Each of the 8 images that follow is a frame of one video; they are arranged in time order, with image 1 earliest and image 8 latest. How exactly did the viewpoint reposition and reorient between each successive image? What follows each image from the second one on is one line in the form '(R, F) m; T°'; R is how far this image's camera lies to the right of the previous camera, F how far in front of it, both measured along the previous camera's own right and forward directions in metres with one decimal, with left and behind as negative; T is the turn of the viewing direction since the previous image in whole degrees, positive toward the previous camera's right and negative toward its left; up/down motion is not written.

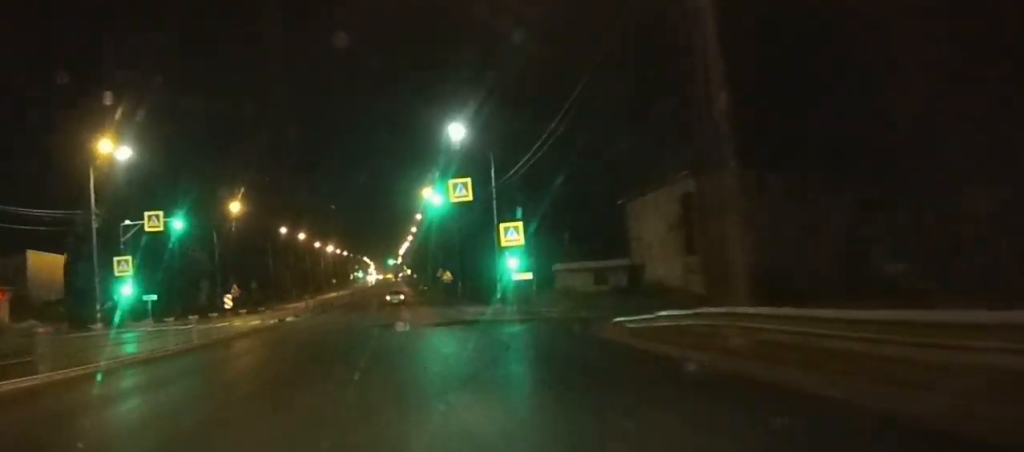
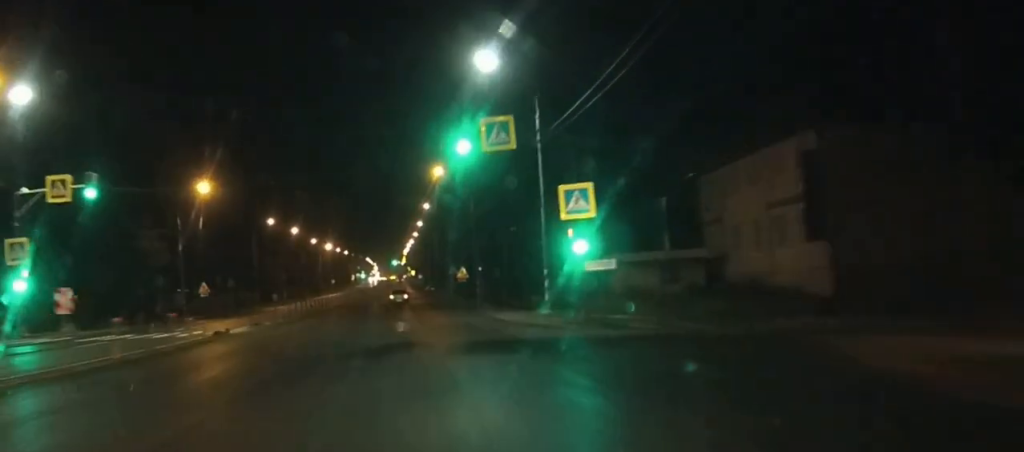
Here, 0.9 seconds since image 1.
(0.0, +16.6) m; 0°
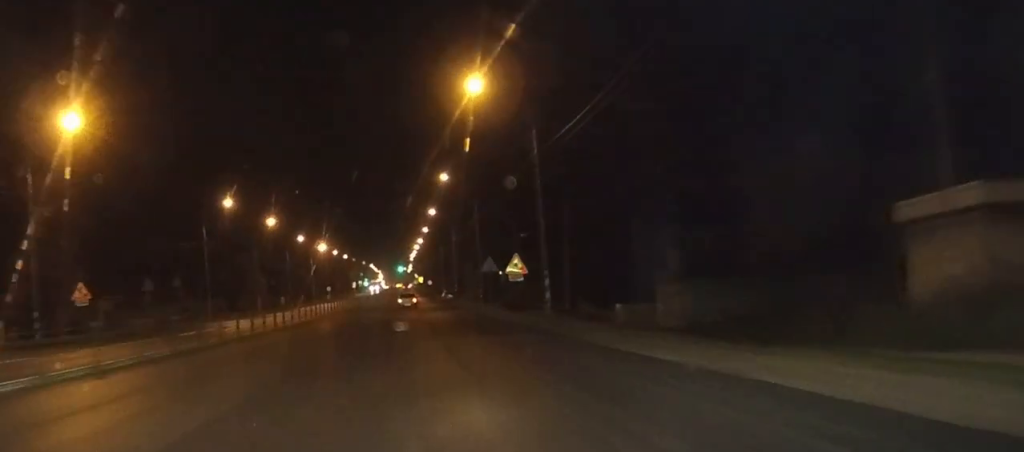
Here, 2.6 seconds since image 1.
(+0.1, +32.2) m; 0°
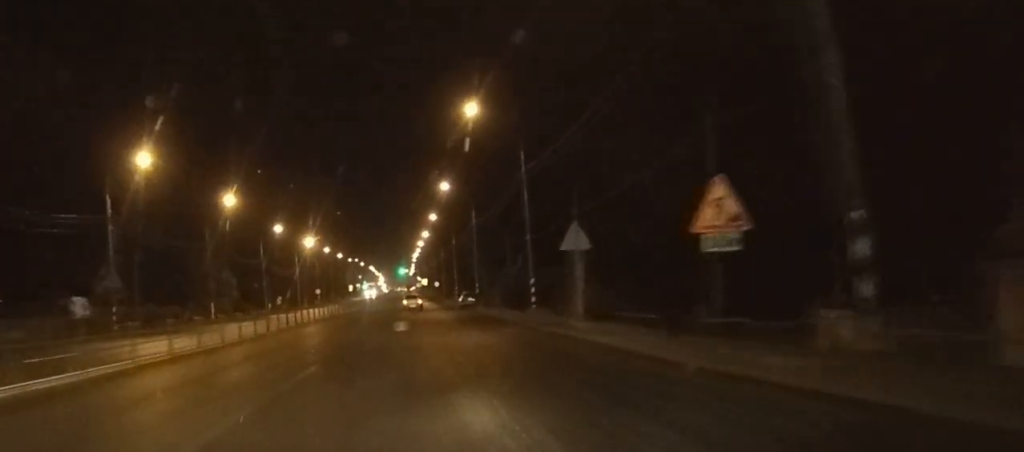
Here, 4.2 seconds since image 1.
(-0.1, +28.4) m; 0°
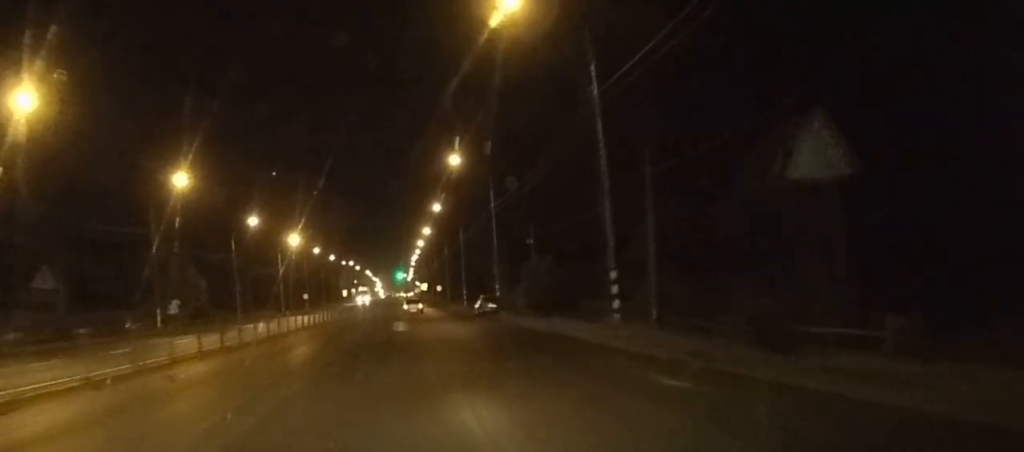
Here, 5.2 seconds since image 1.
(0.0, +18.3) m; 0°
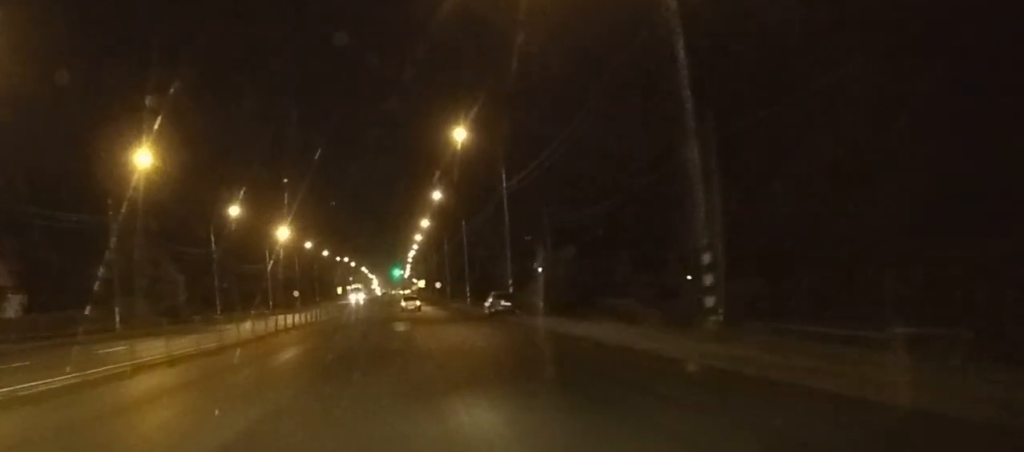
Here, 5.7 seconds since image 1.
(0.0, +9.1) m; 0°
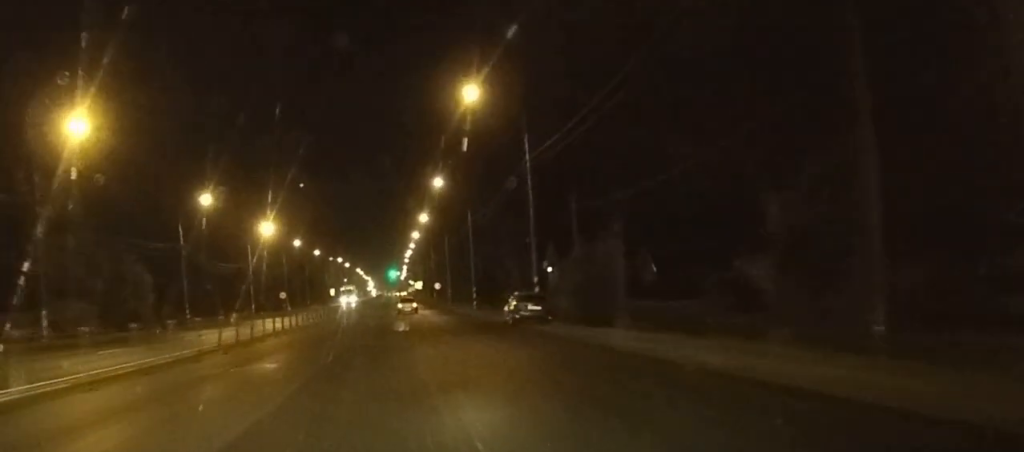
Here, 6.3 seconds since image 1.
(0.0, +11.5) m; 0°
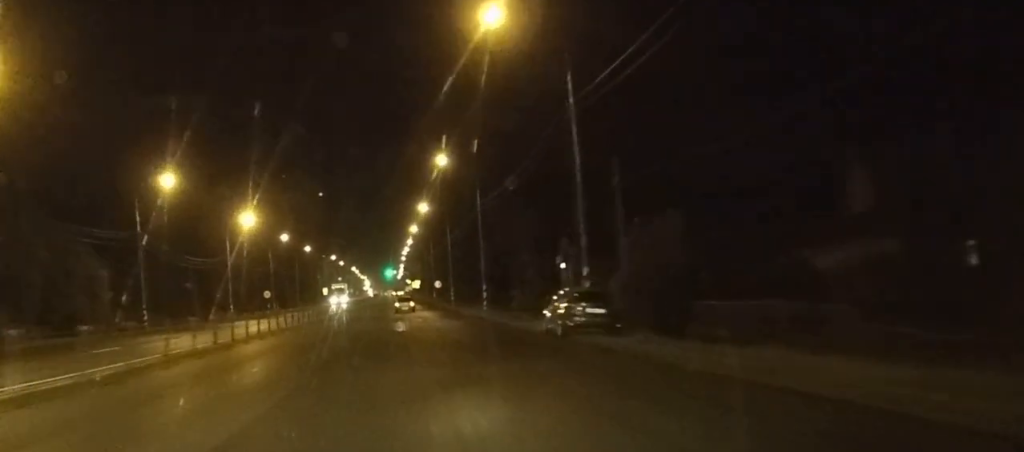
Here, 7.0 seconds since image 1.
(0.0, +12.0) m; 0°
